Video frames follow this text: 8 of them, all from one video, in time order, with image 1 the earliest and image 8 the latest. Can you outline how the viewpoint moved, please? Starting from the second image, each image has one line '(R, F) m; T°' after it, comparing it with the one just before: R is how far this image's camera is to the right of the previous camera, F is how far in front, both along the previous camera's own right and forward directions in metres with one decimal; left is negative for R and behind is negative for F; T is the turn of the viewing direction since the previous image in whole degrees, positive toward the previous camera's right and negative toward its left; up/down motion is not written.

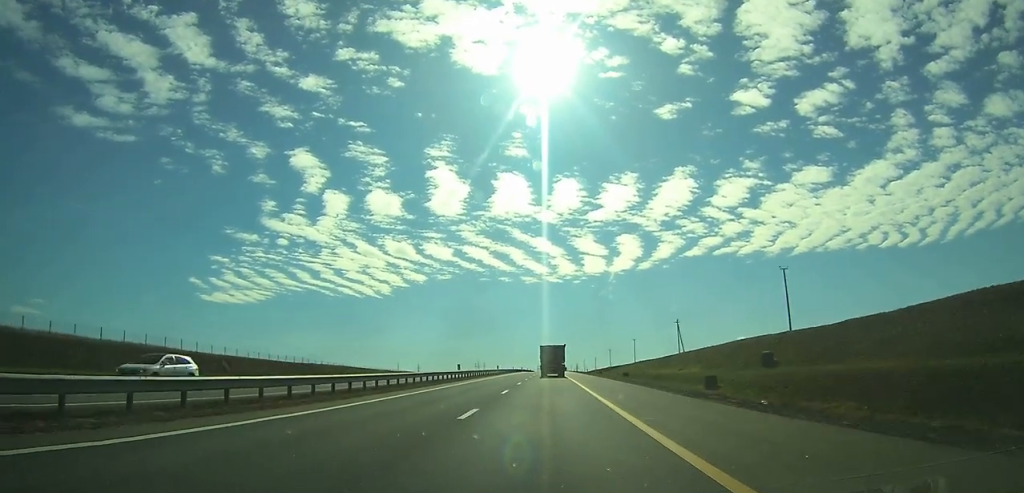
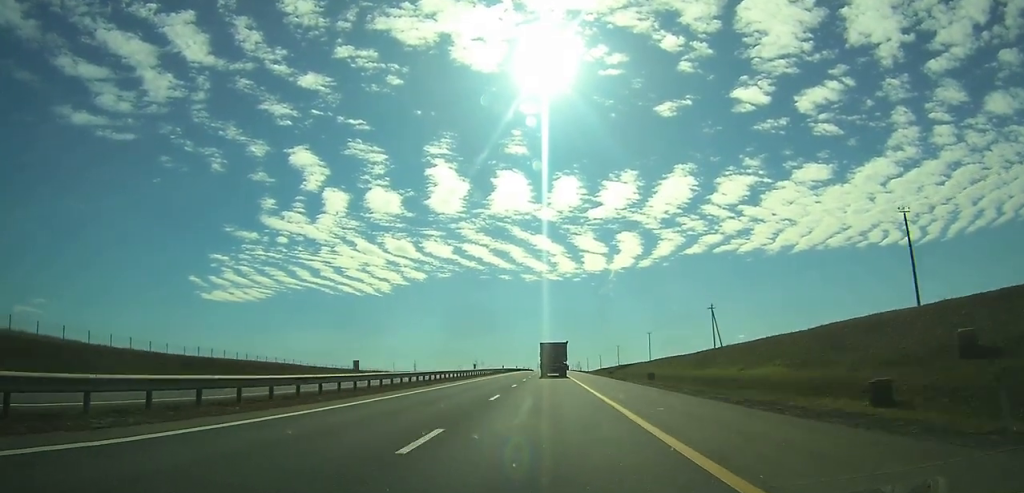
(0.0, +29.0) m; 0°
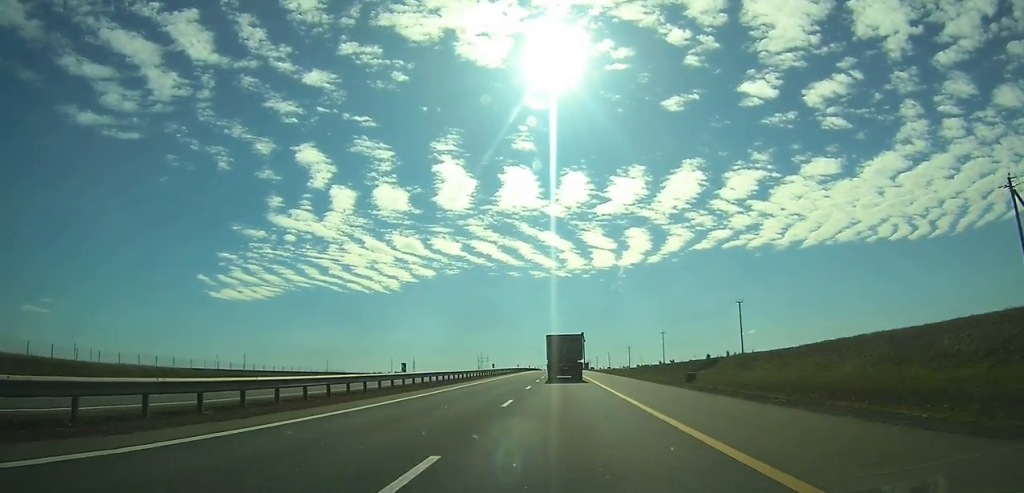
(-0.4, +74.2) m; -1°
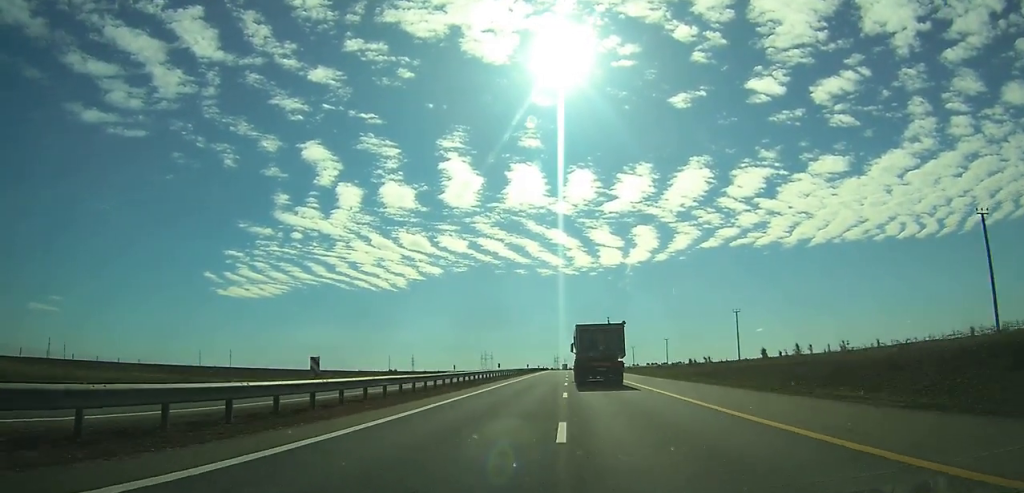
(-0.4, +55.0) m; -1°
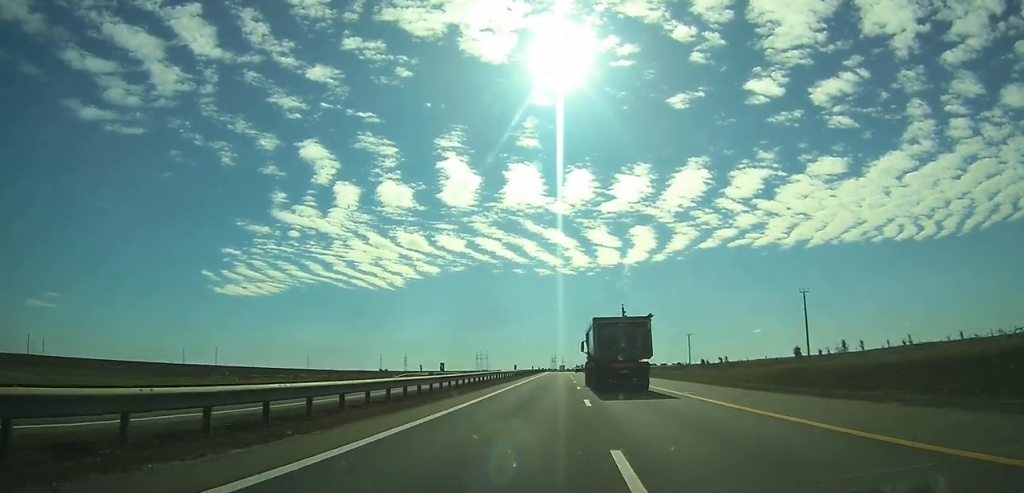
(-0.2, +27.6) m; 0°
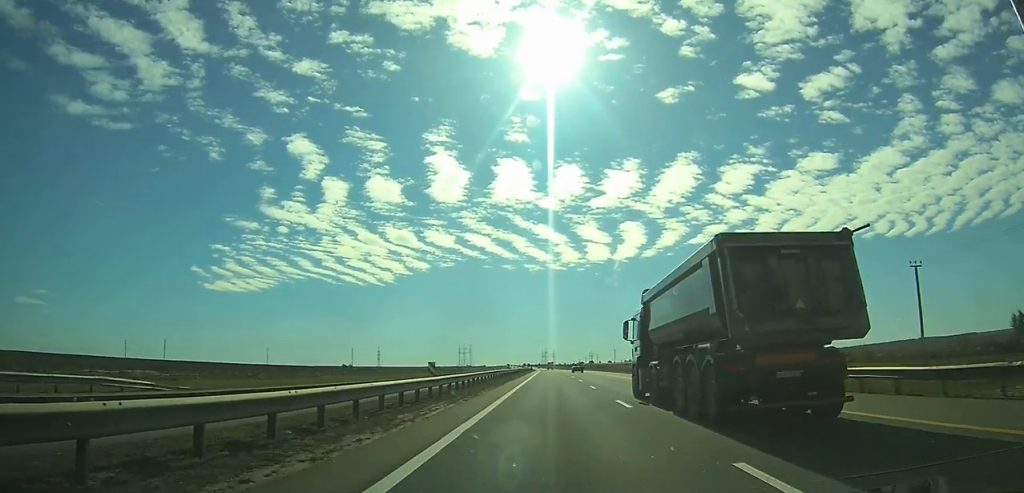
(+0.4, +85.2) m; +1°
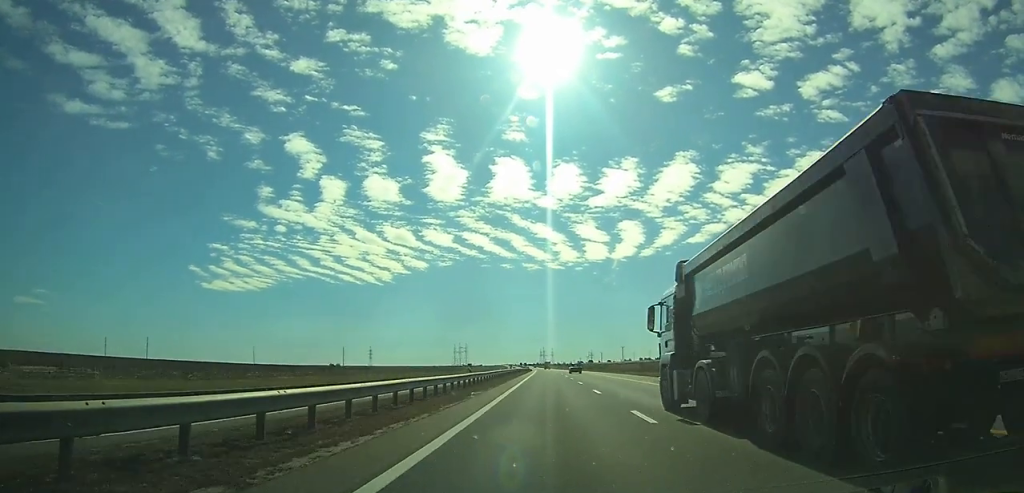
(+0.2, +27.9) m; 0°
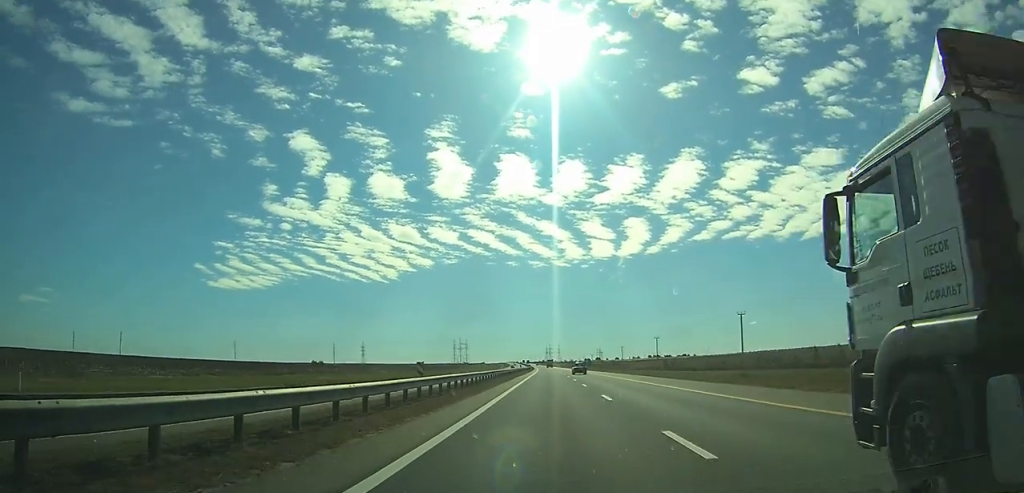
(0.0, +51.9) m; 0°
